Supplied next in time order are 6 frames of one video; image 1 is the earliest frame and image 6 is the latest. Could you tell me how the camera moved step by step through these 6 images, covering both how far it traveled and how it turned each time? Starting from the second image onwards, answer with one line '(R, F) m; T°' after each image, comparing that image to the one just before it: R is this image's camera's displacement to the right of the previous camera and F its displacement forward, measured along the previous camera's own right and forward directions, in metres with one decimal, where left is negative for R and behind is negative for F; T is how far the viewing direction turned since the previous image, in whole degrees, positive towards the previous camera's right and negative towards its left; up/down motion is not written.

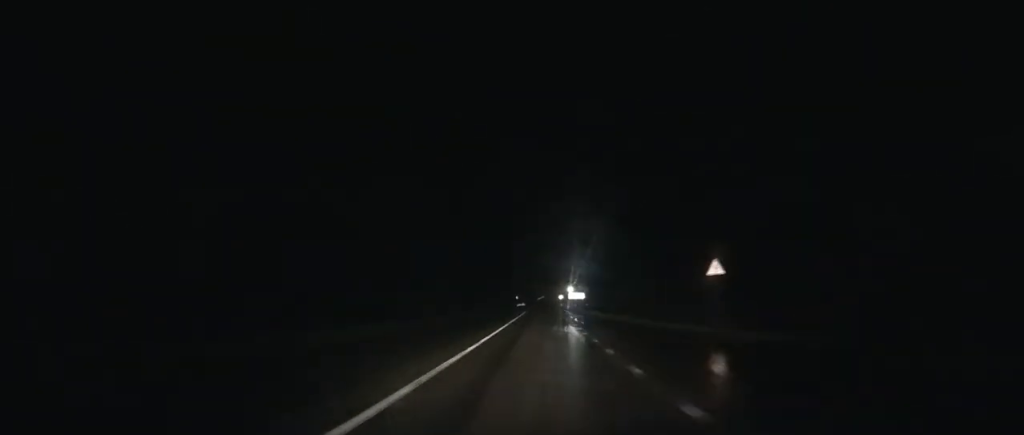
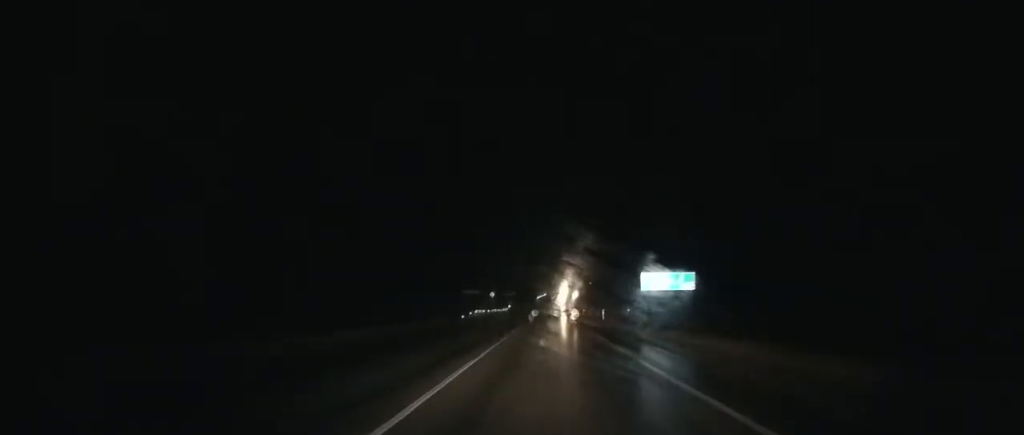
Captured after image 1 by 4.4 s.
(+0.6, +100.2) m; +1°
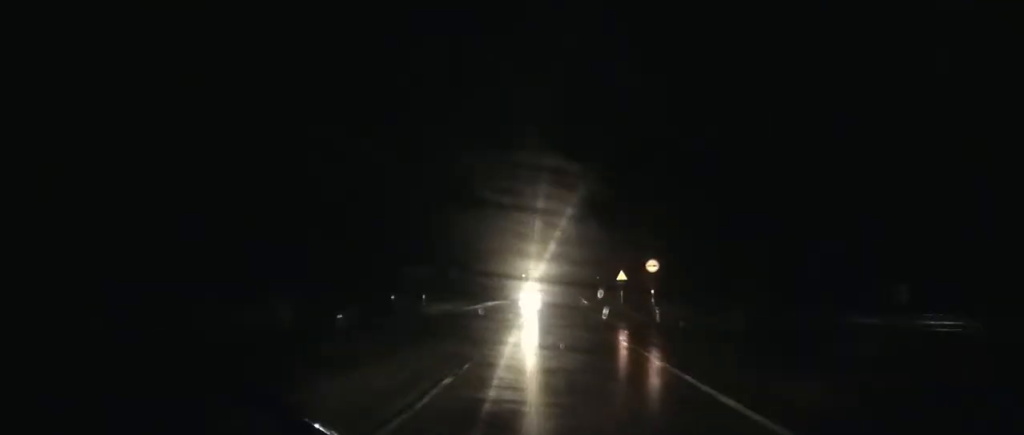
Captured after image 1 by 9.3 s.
(+0.6, +104.9) m; +1°
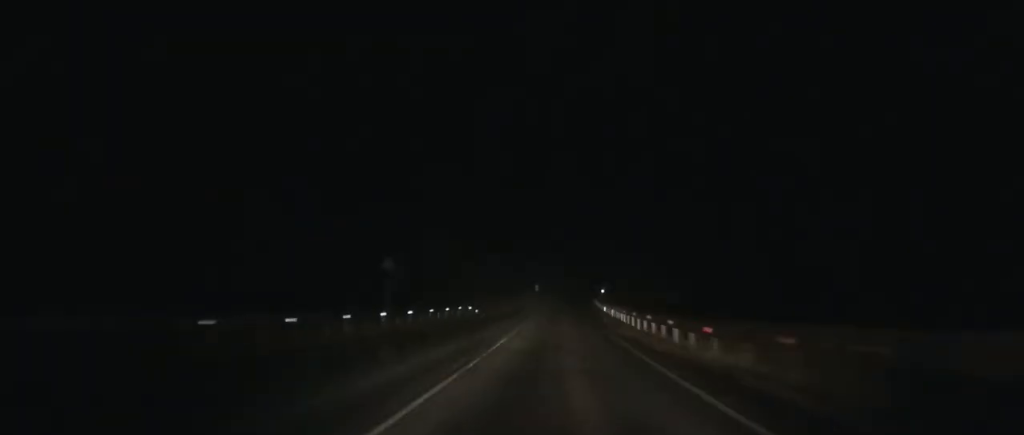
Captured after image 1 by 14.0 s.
(+0.4, +99.6) m; +1°
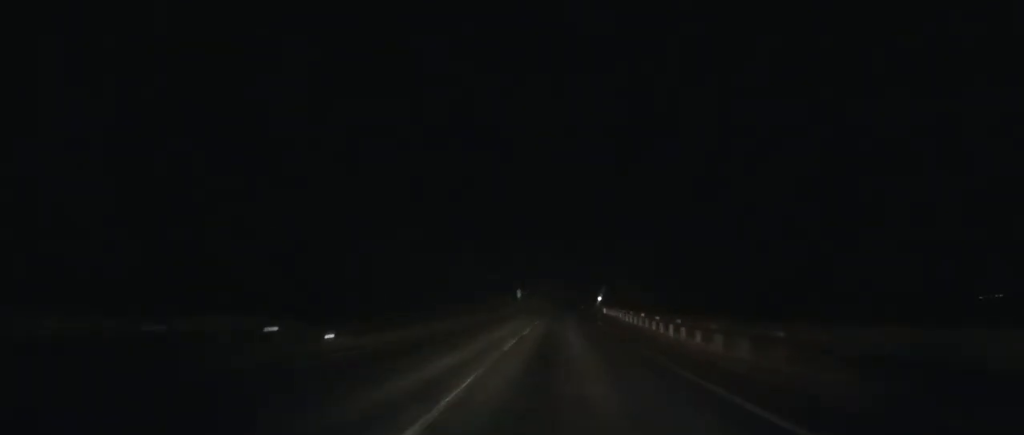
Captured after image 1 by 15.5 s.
(+0.5, +31.0) m; +1°
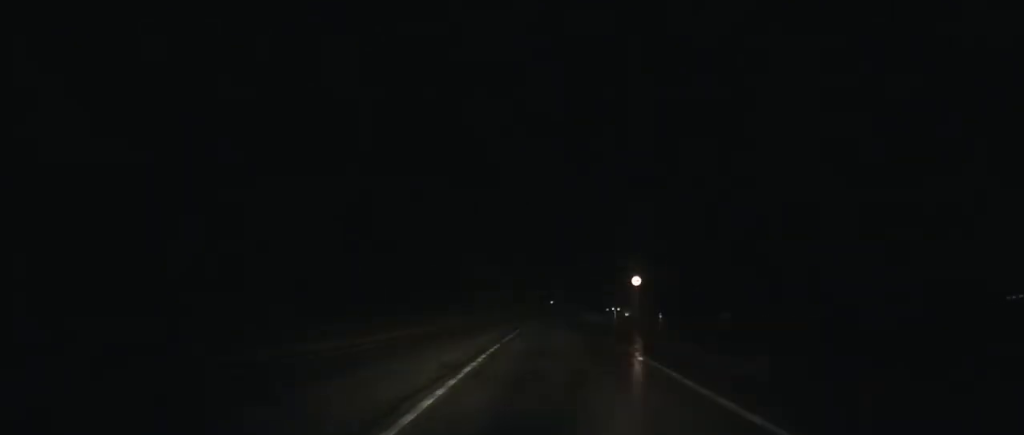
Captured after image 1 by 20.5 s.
(+3.4, +103.4) m; +4°
